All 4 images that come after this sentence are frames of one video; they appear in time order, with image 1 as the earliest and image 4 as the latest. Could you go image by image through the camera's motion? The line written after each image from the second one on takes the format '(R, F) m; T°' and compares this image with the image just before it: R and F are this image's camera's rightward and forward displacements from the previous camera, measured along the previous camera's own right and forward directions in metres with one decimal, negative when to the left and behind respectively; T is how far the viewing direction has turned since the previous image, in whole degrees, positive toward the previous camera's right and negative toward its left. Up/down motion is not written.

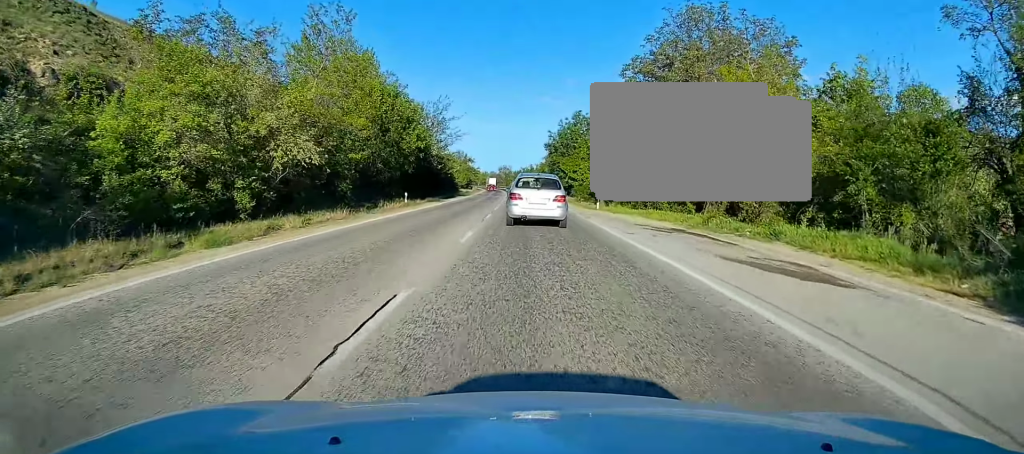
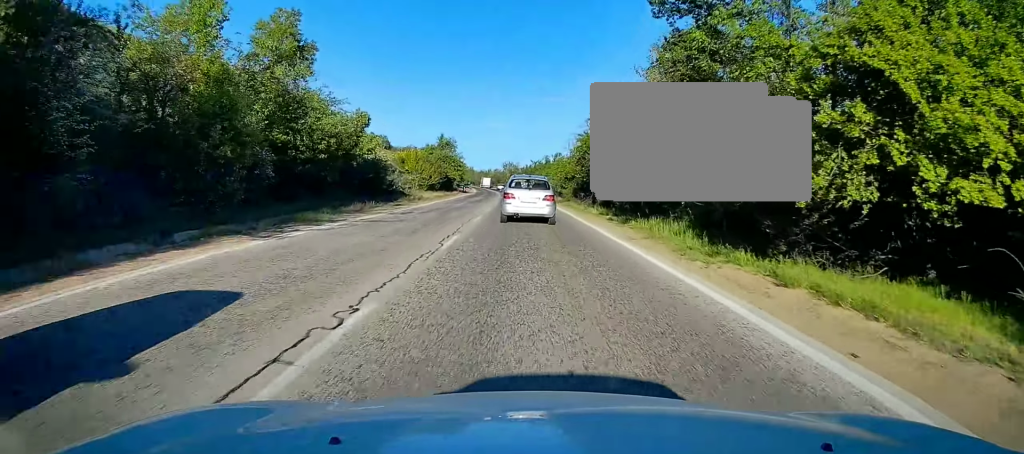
(0.0, +55.0) m; -1°
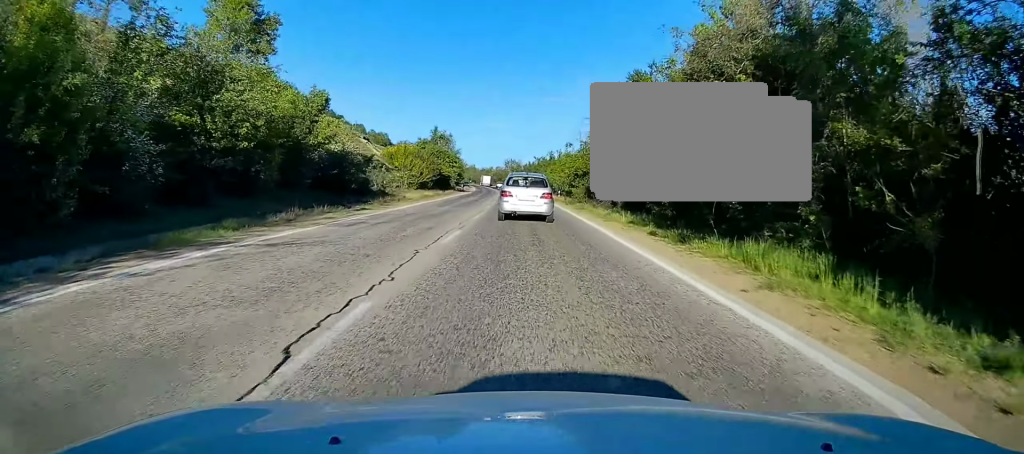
(0.0, +8.5) m; 0°
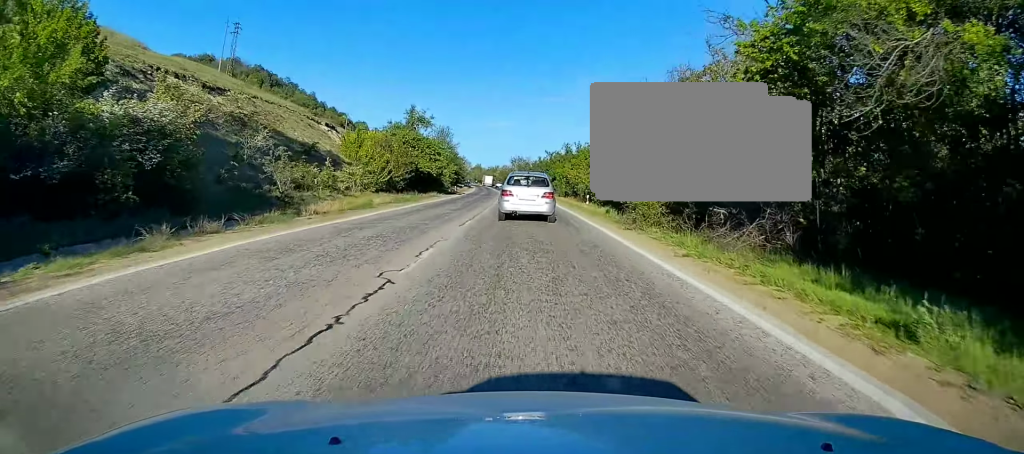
(0.0, +21.9) m; 0°
